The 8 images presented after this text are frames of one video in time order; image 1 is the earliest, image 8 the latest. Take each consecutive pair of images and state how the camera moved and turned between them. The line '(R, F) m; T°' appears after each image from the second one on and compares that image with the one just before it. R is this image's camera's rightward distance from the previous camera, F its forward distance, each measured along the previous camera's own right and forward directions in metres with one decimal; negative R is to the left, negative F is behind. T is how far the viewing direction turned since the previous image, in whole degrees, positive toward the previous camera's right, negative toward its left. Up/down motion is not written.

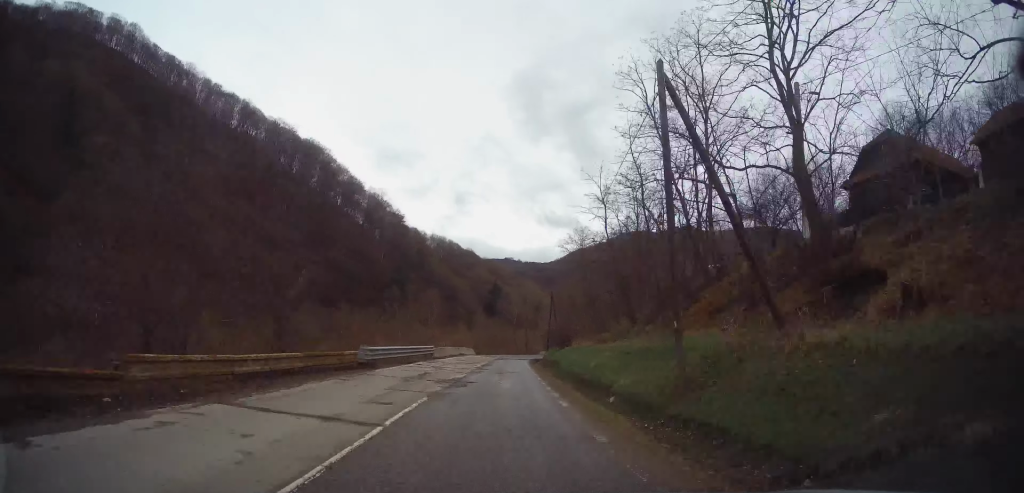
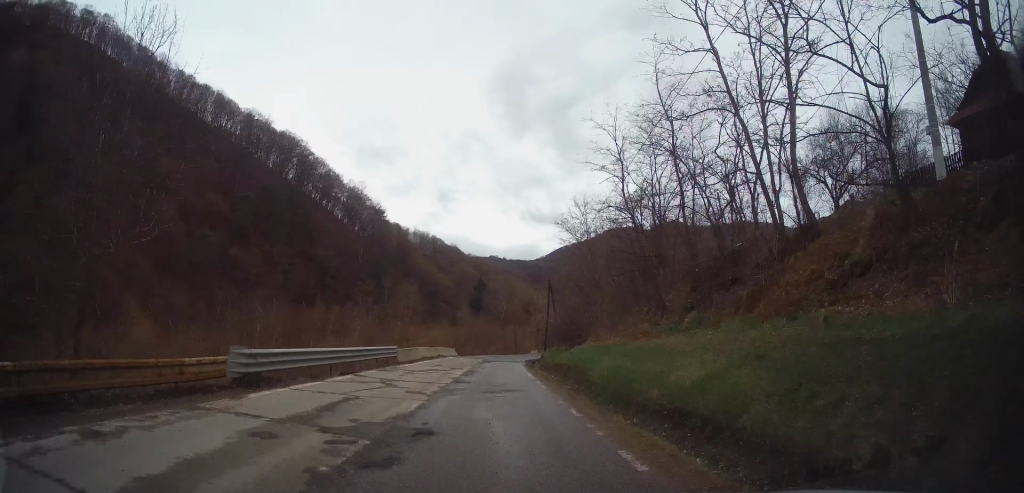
(+0.2, +9.7) m; +2°
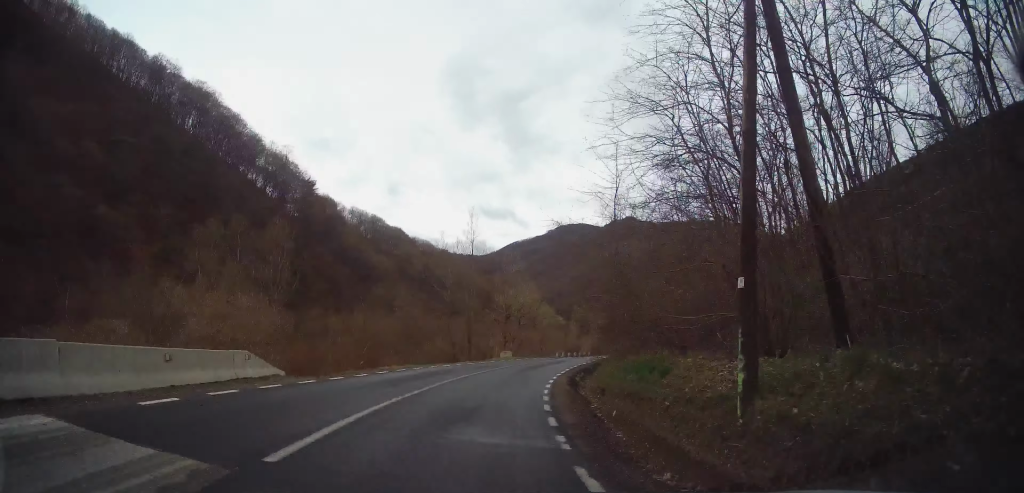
(+2.3, +38.4) m; +7°
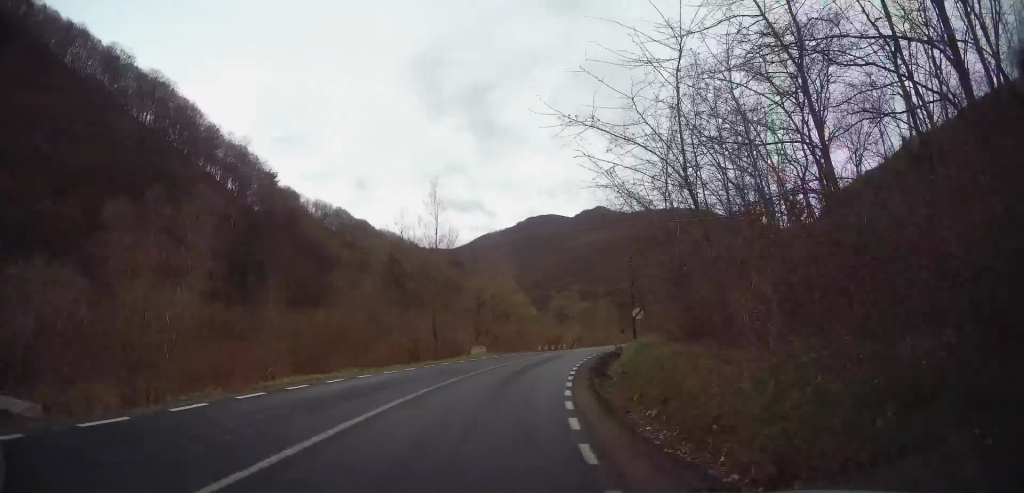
(0.0, +9.6) m; +2°
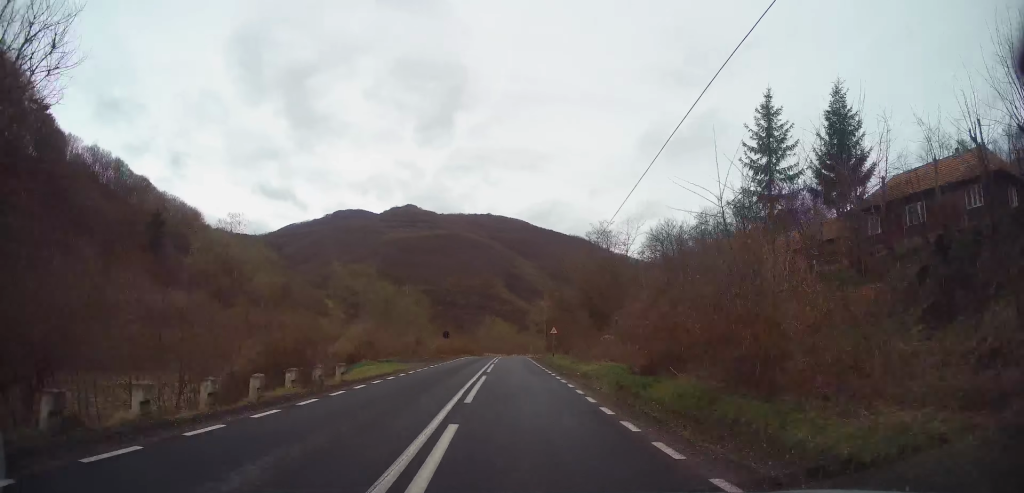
(+7.2, +39.5) m; +19°
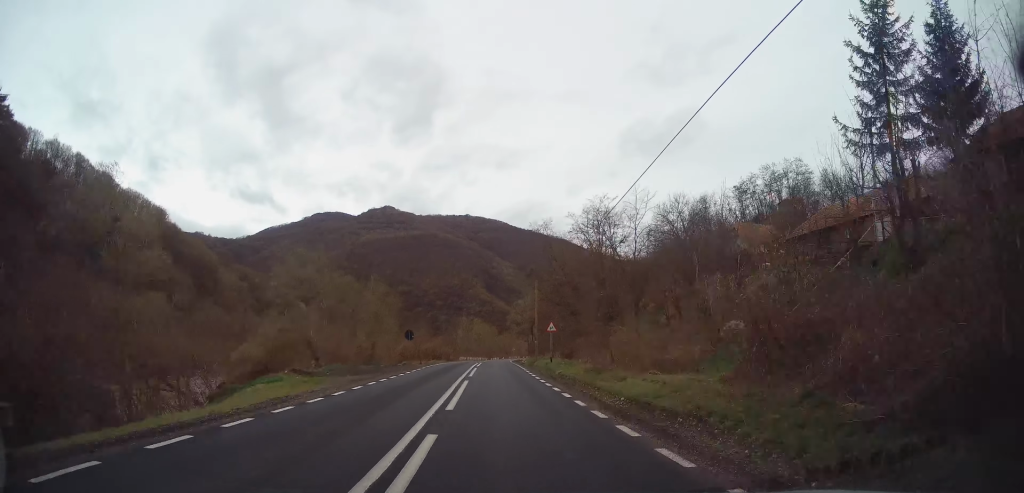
(+0.4, +12.6) m; +2°
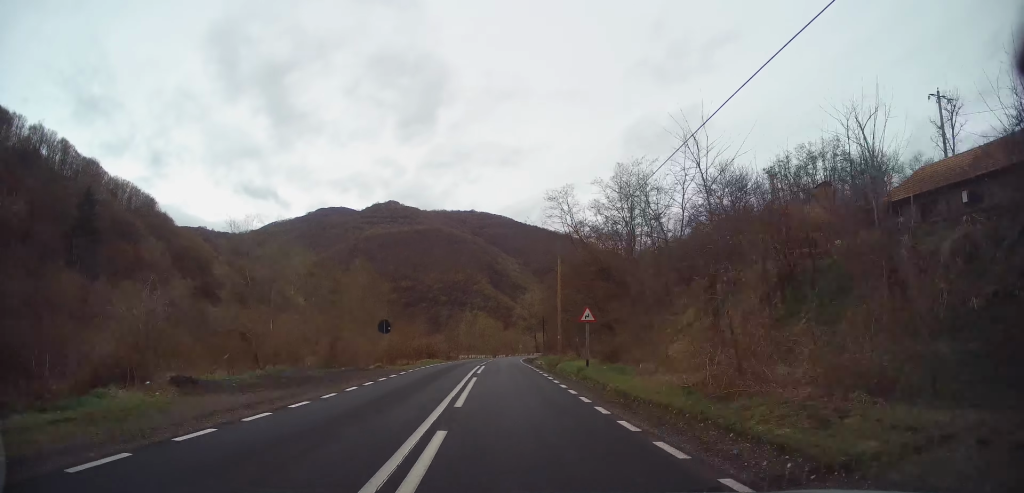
(-0.1, +11.7) m; +1°
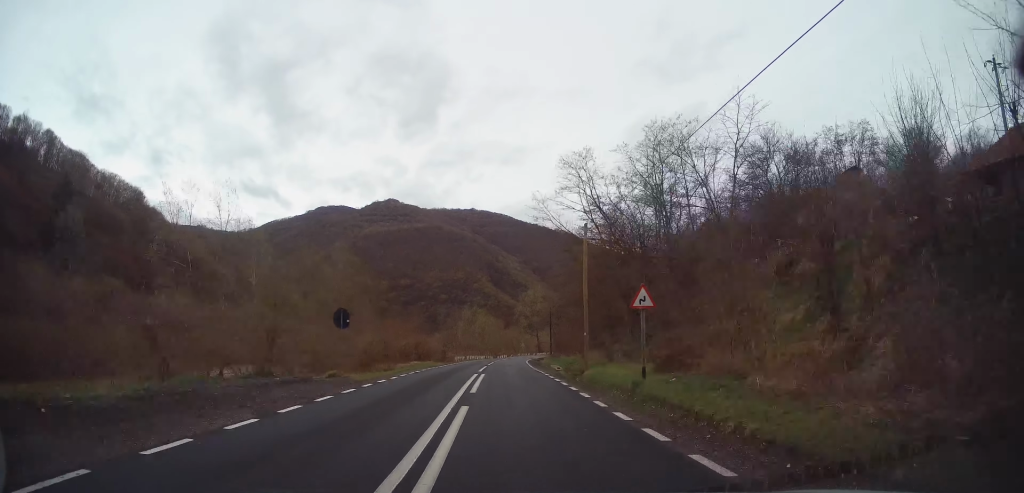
(+0.1, +9.0) m; +1°
